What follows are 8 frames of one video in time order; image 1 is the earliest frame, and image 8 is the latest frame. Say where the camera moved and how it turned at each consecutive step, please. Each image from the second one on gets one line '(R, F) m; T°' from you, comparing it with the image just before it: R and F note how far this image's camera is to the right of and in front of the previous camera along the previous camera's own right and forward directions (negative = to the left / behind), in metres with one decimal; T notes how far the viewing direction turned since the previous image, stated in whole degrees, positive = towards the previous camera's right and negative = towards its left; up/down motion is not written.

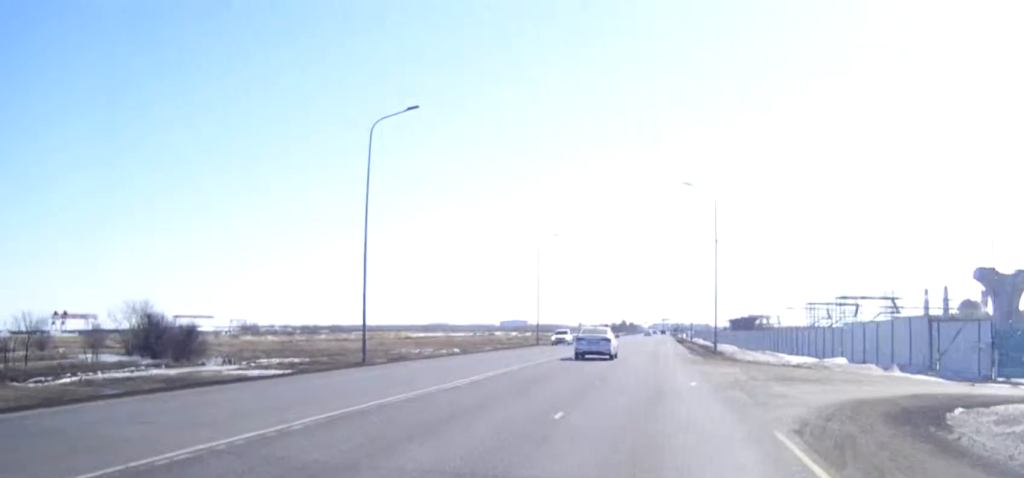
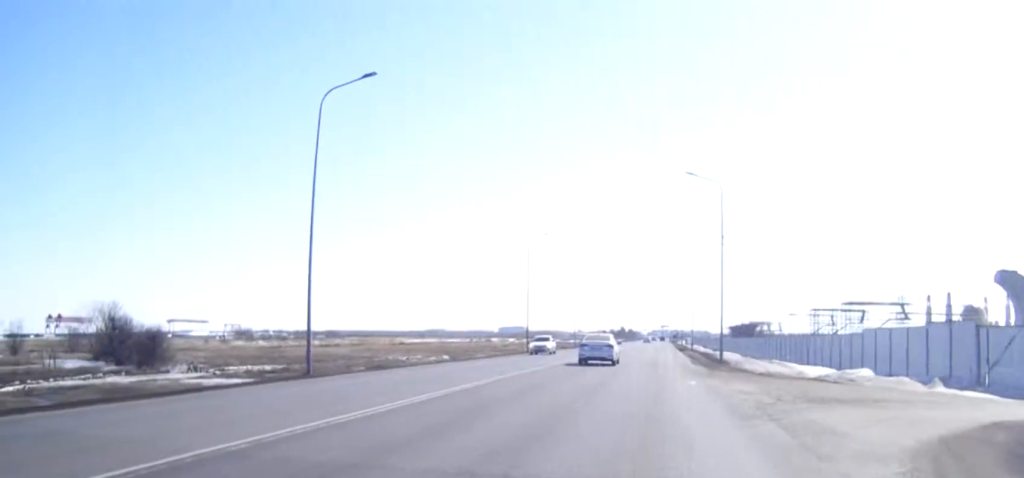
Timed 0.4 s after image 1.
(0.0, +5.9) m; 0°
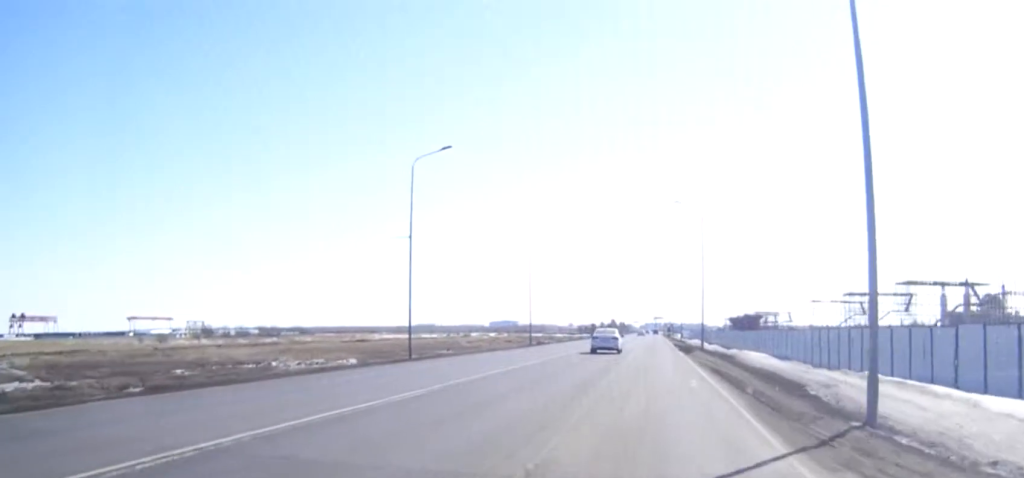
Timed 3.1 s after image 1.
(+0.1, +36.0) m; 0°
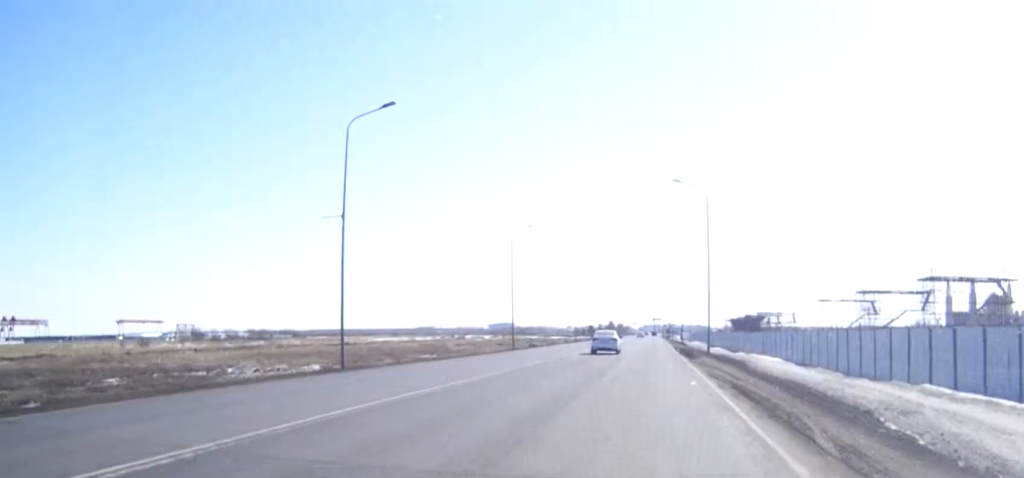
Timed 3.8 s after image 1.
(0.0, +9.6) m; 0°
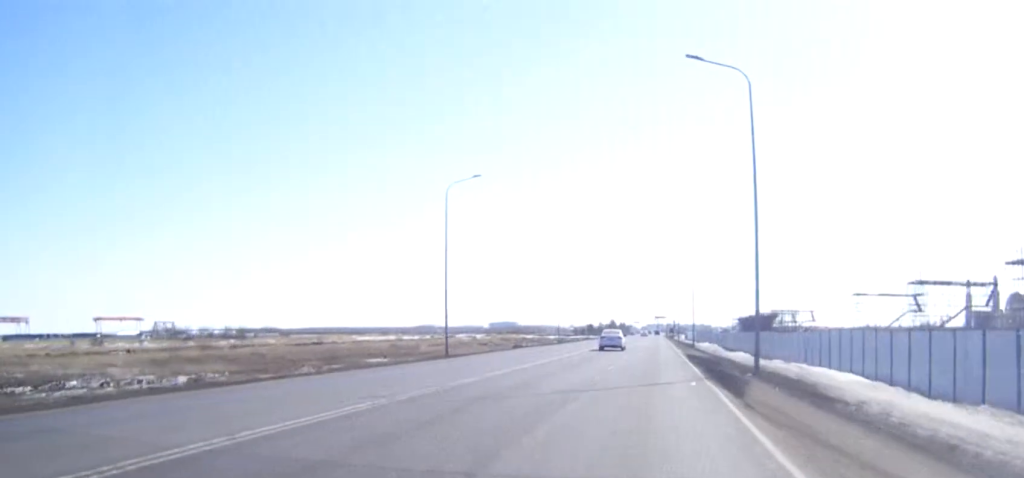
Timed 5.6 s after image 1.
(0.0, +25.0) m; 0°
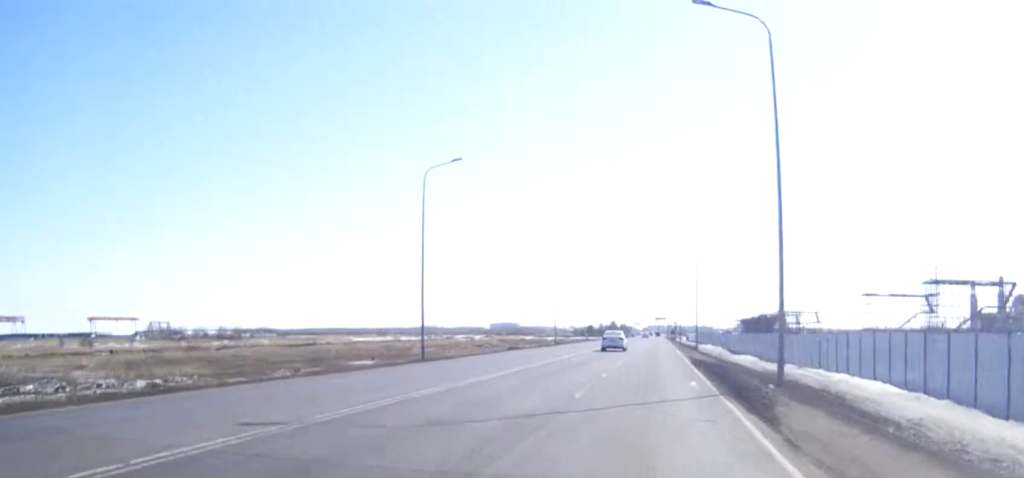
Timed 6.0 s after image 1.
(0.0, +5.4) m; 0°
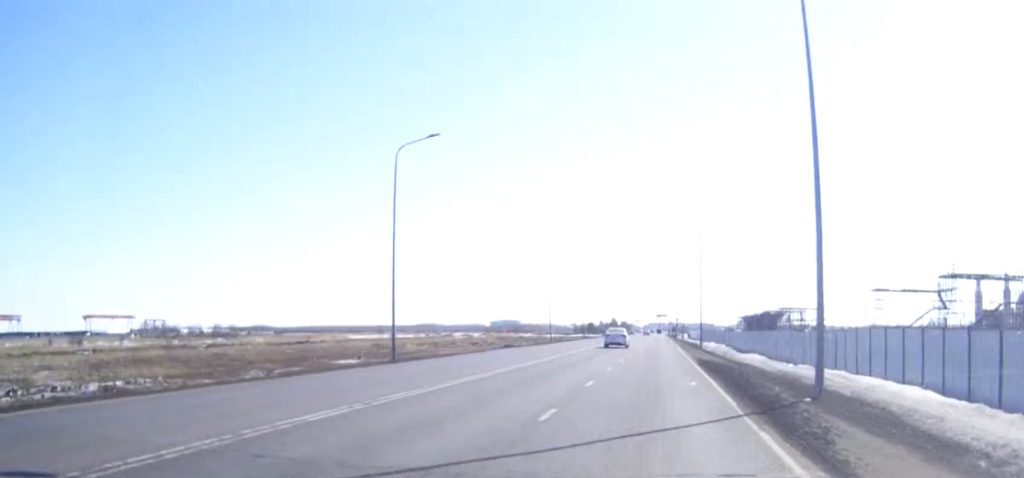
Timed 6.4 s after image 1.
(0.0, +5.4) m; 0°
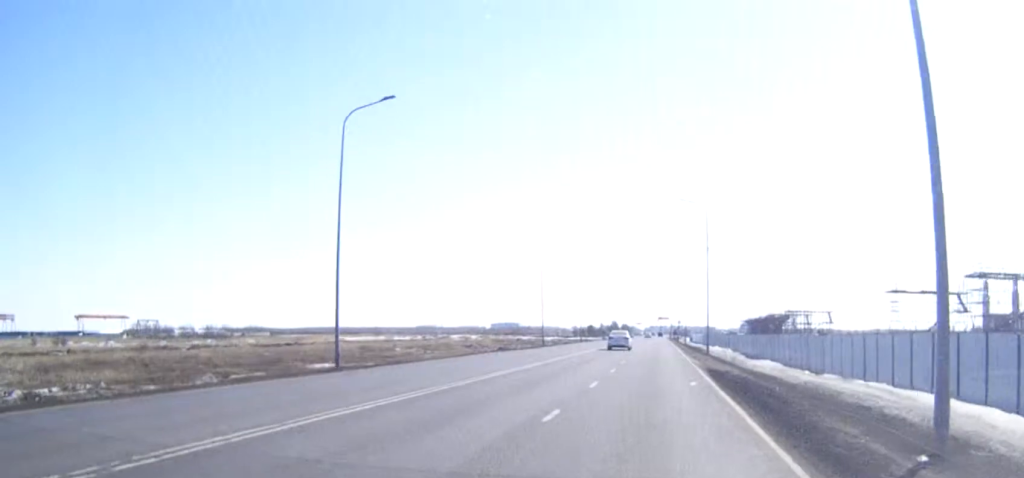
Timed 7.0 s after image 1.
(0.0, +7.6) m; 0°
